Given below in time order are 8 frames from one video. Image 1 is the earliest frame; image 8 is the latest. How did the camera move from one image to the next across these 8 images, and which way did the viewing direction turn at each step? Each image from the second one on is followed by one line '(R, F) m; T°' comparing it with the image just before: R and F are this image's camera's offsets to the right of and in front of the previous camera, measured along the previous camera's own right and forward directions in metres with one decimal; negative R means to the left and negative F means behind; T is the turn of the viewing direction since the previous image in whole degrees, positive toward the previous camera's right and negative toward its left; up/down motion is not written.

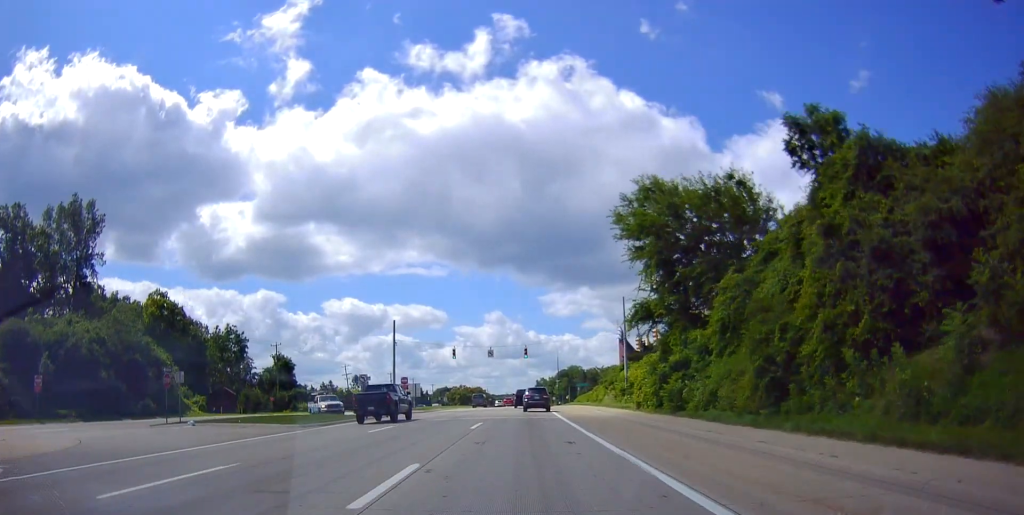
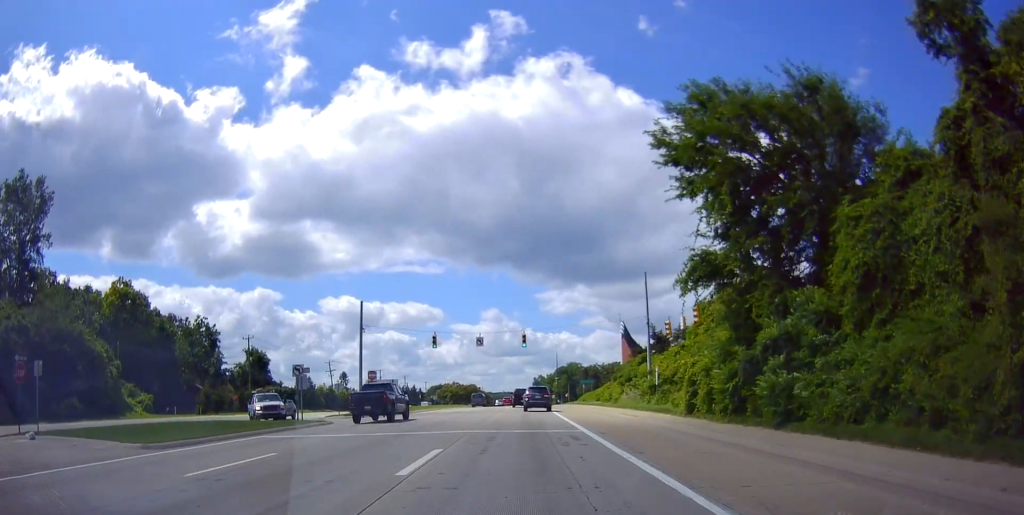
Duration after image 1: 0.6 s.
(-0.3, +12.8) m; 0°
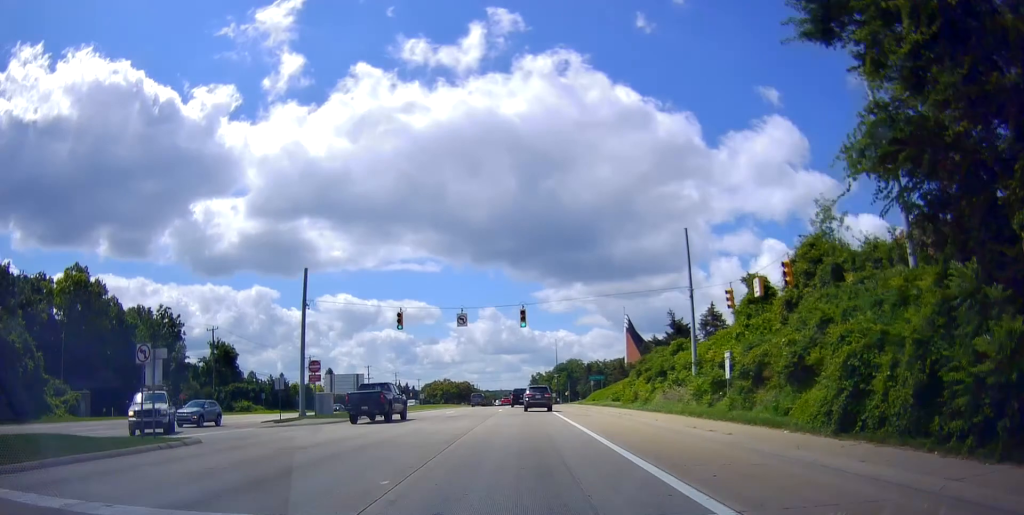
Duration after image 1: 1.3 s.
(+0.5, +13.9) m; 0°
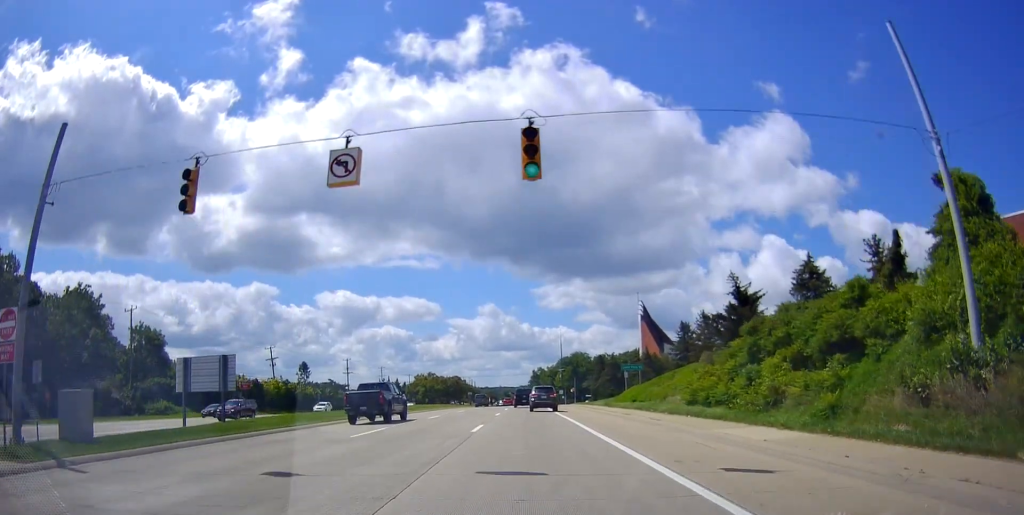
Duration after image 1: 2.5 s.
(-0.4, +25.1) m; -1°
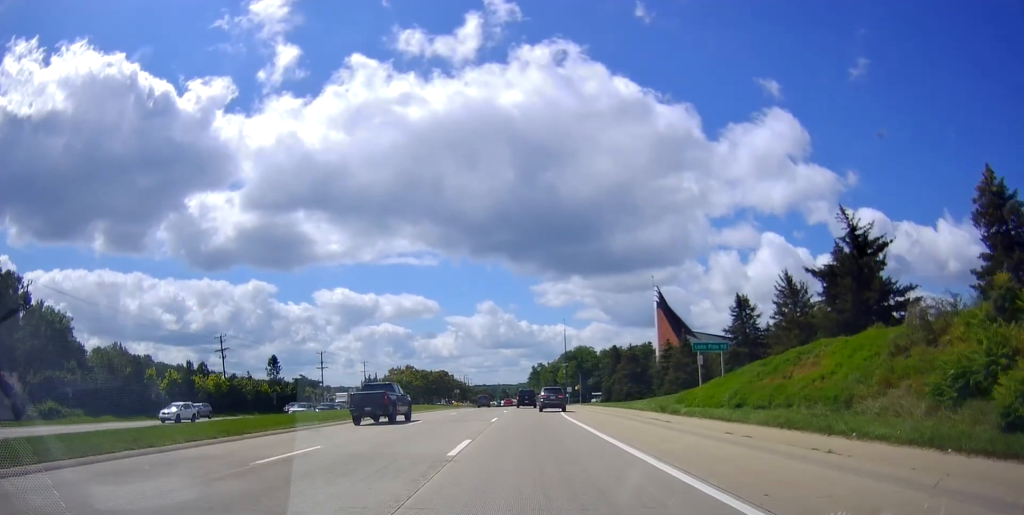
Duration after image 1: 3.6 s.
(+0.3, +22.7) m; +3°
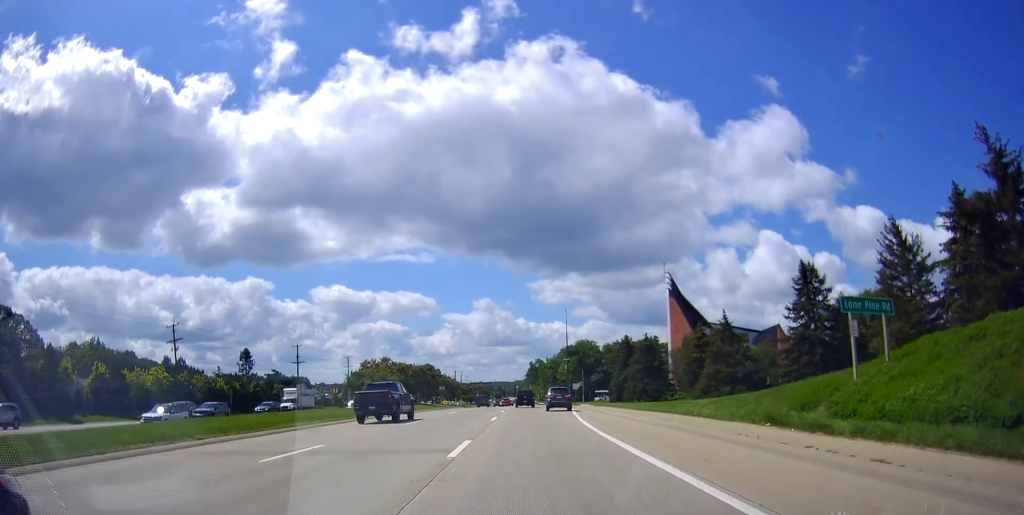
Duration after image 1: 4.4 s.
(+0.7, +15.7) m; +1°
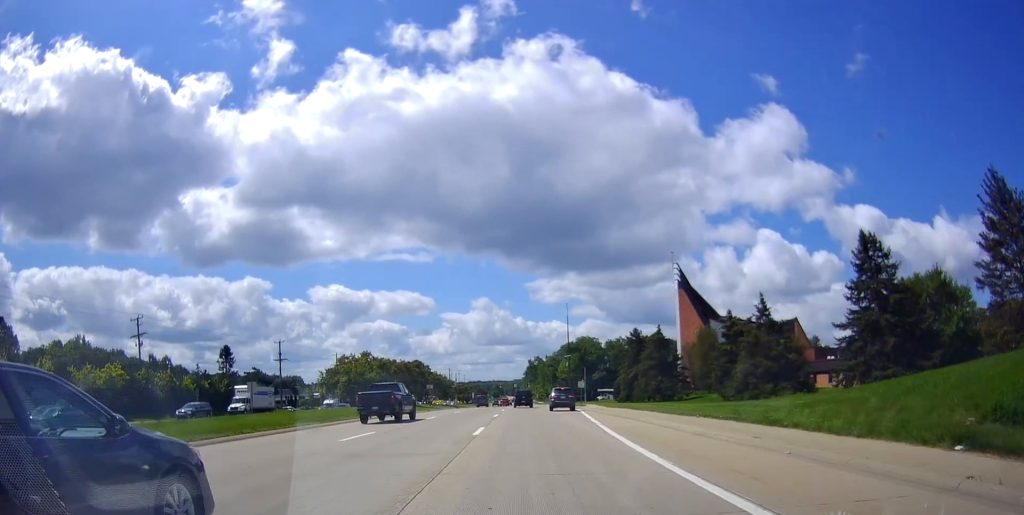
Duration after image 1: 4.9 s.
(-0.3, +9.6) m; 0°
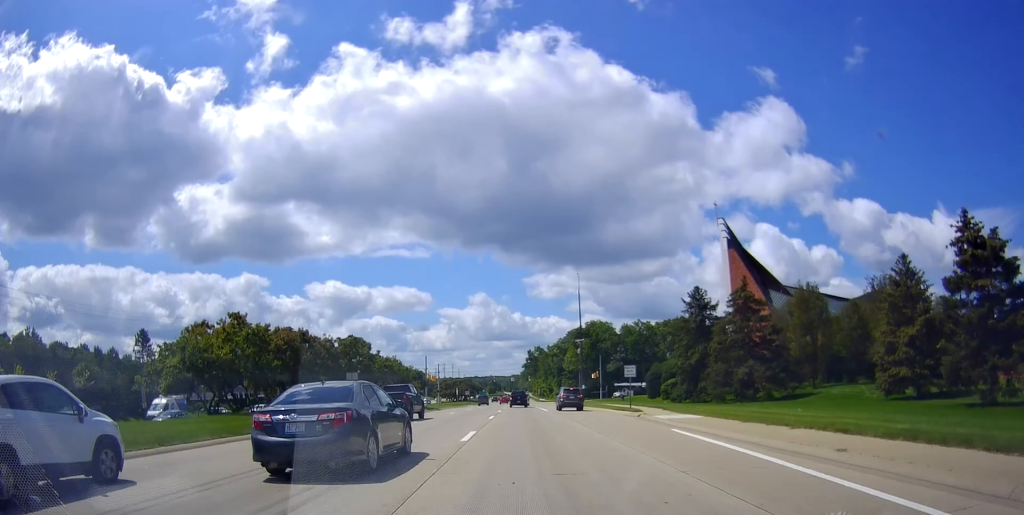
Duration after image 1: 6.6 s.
(+0.1, +32.9) m; -1°
